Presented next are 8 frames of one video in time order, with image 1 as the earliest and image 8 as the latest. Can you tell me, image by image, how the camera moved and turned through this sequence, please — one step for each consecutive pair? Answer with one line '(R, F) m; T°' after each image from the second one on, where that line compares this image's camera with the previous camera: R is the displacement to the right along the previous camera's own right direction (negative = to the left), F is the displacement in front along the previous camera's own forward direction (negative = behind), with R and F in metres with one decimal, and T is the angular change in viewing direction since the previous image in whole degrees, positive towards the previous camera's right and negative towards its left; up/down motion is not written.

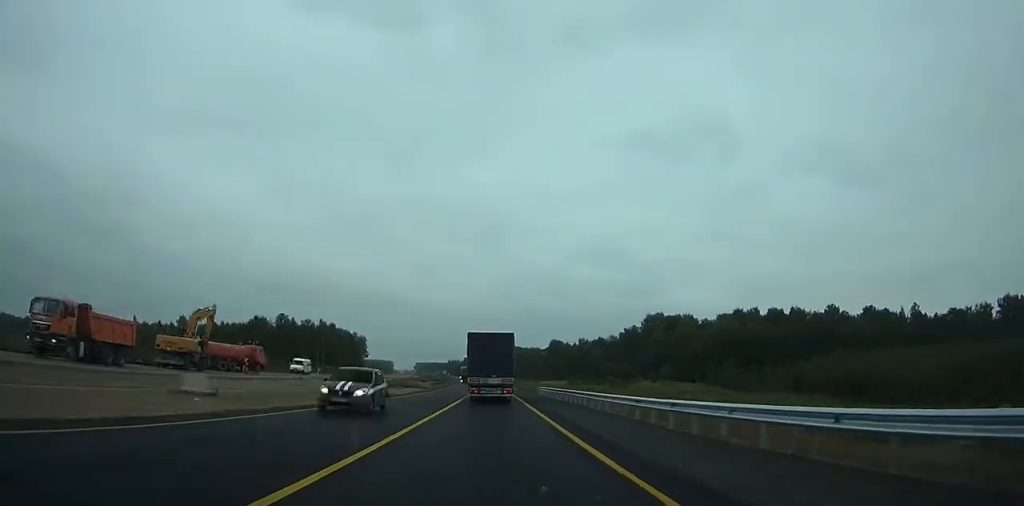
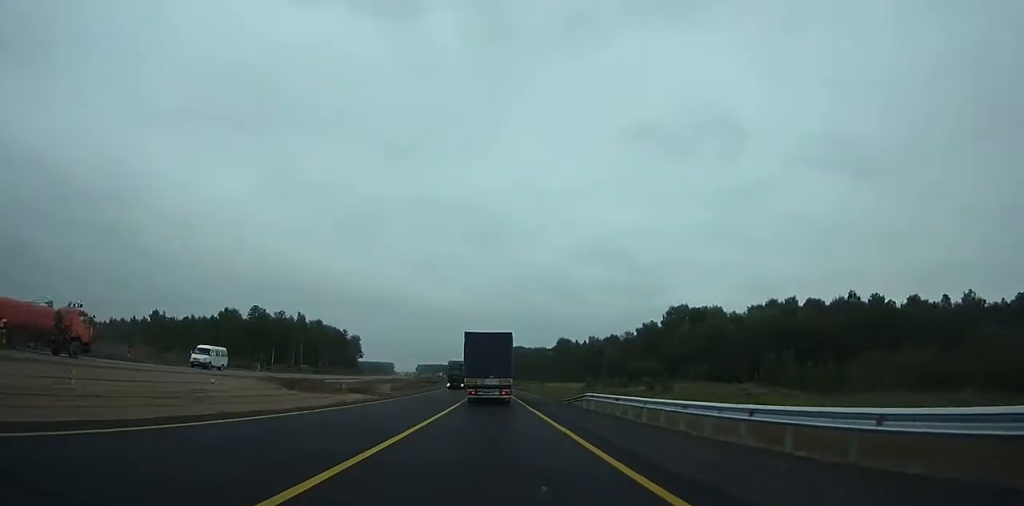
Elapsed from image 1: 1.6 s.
(-0.1, +27.5) m; -1°
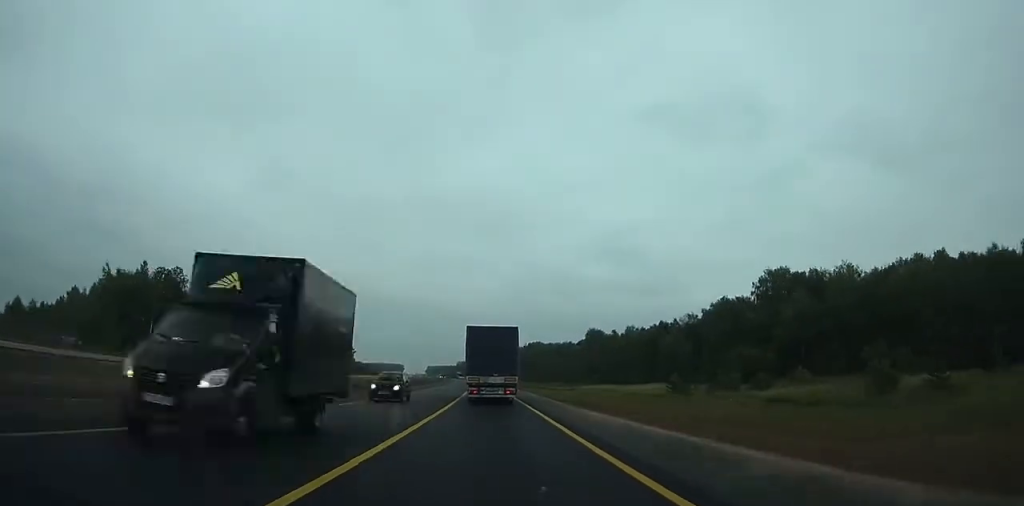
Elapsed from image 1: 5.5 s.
(-0.7, +68.6) m; -1°
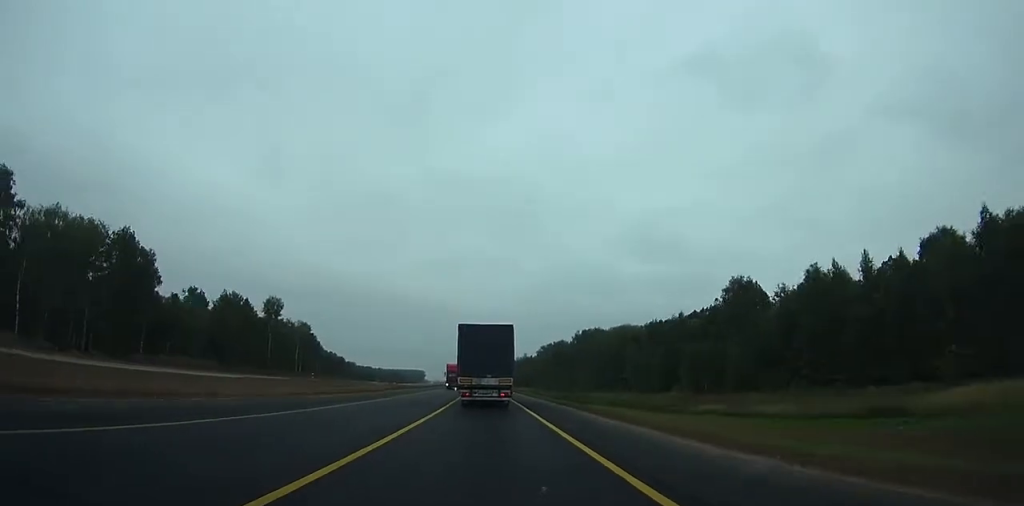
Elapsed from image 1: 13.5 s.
(-3.6, +143.3) m; -3°
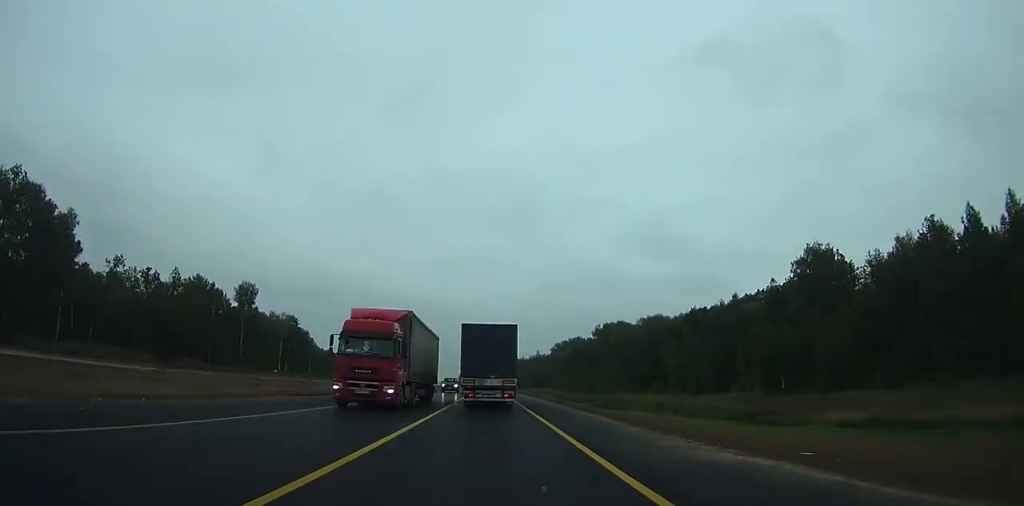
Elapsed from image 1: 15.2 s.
(-0.1, +30.9) m; 0°
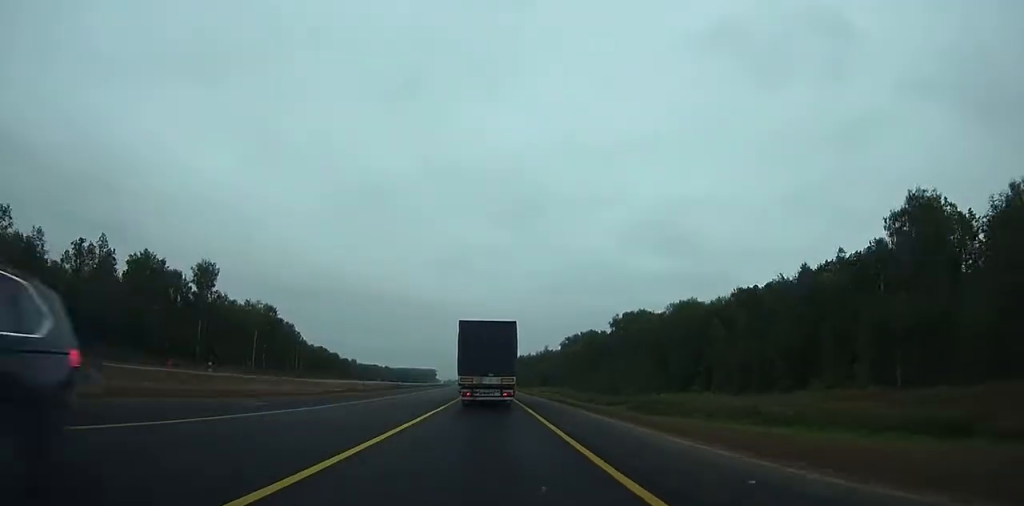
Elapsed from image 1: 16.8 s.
(0.0, +29.1) m; 0°
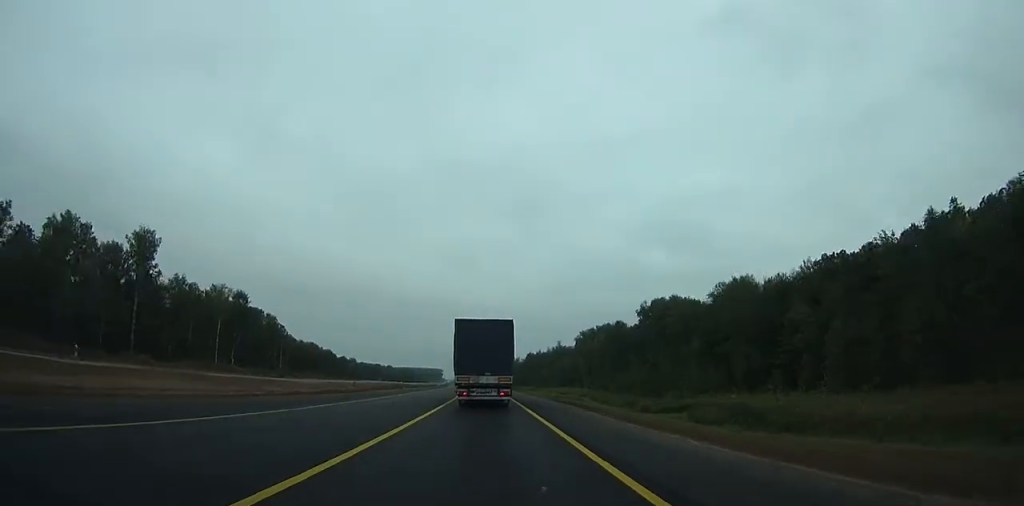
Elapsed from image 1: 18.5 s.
(-0.2, +31.0) m; -1°
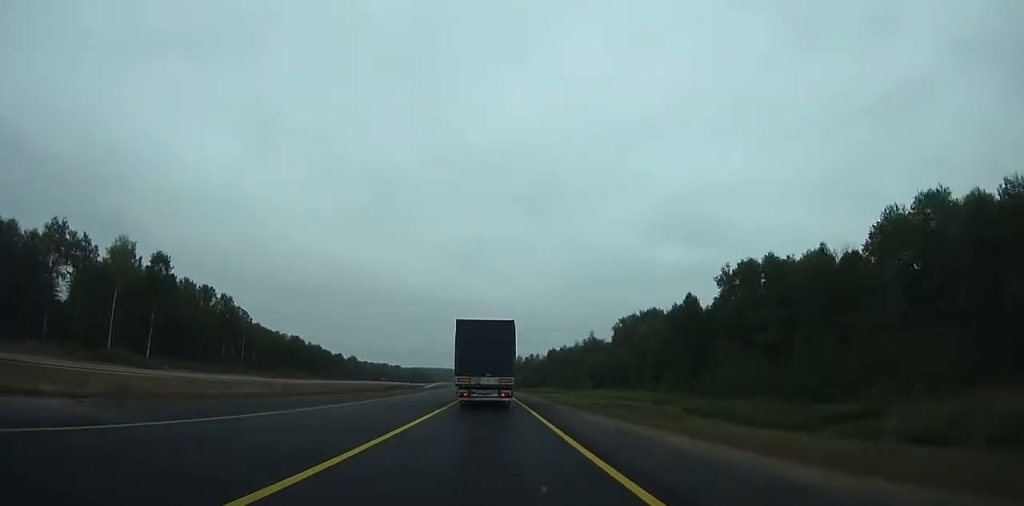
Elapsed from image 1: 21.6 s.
(-0.7, +56.6) m; -1°
